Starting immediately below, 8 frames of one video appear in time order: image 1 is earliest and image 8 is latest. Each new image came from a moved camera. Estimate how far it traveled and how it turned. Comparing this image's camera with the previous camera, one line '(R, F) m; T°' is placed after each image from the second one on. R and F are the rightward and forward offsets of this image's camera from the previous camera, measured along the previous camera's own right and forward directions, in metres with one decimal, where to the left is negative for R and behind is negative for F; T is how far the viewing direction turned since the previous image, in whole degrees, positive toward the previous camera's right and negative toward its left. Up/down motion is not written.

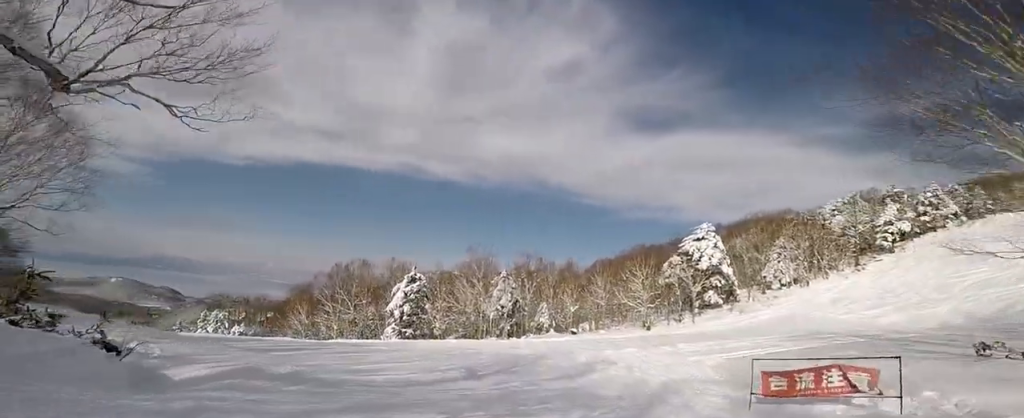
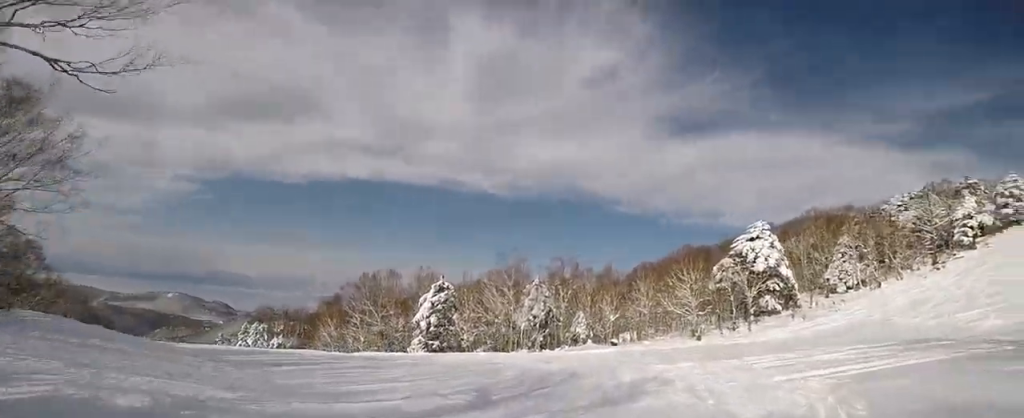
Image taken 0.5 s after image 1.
(+0.1, +4.0) m; -6°
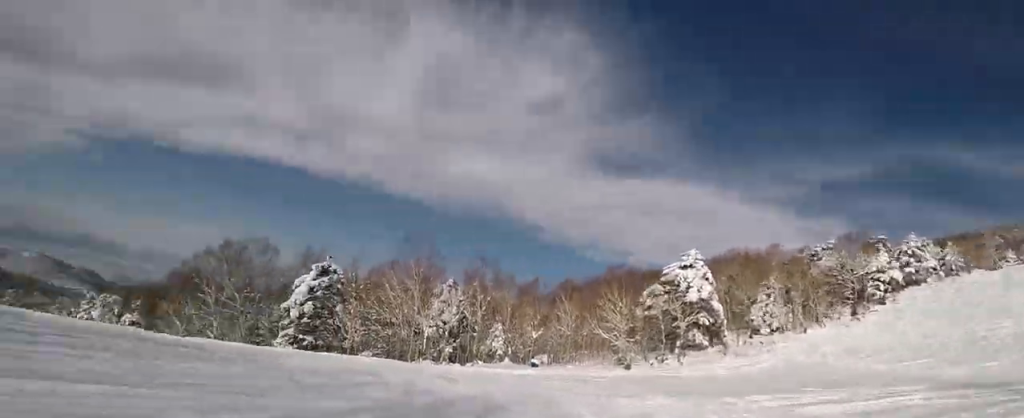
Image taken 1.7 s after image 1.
(-1.6, +8.2) m; -18°
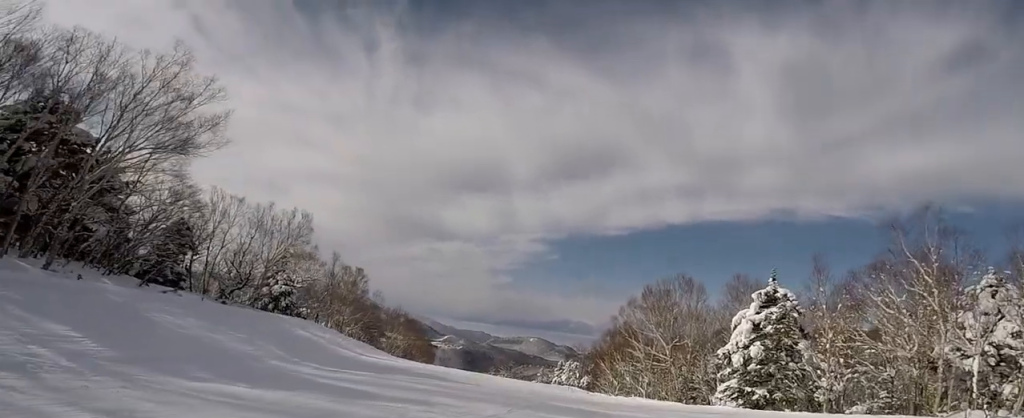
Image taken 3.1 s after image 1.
(-2.0, +9.9) m; -26°
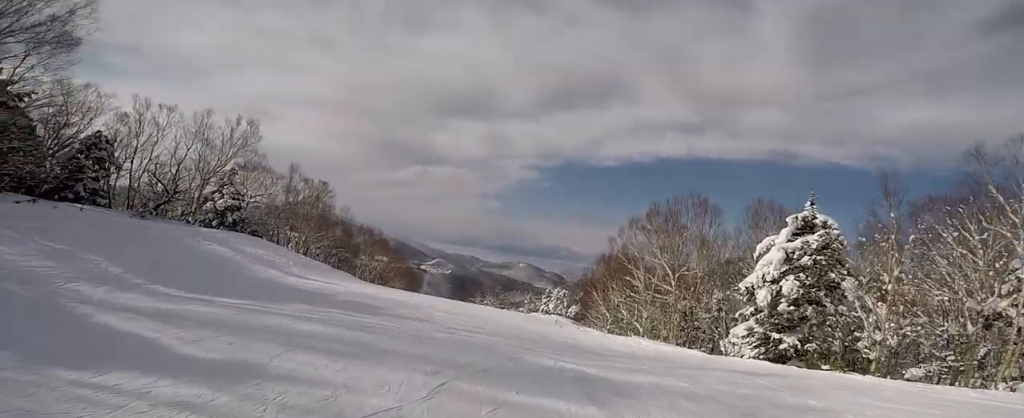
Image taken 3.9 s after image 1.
(-0.8, +5.3) m; -8°
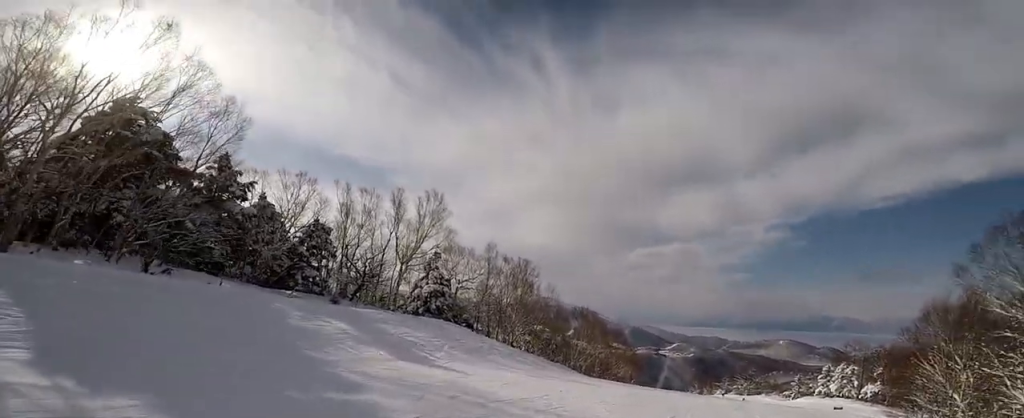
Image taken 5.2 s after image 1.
(0.0, +8.3) m; -4°
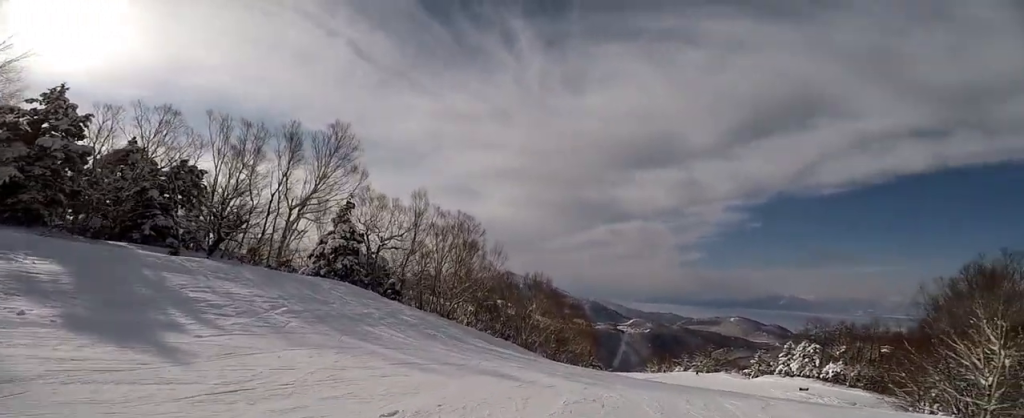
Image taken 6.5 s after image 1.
(-1.2, +6.9) m; -15°
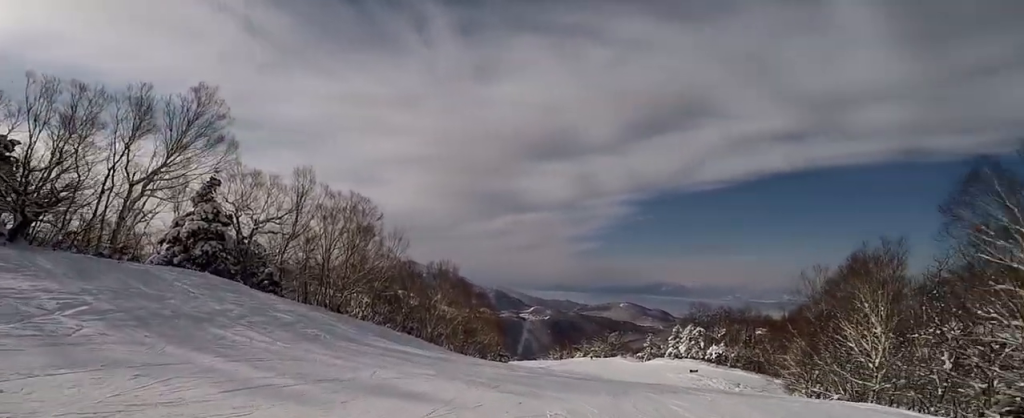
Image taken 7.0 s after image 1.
(0.0, +2.5) m; -4°
